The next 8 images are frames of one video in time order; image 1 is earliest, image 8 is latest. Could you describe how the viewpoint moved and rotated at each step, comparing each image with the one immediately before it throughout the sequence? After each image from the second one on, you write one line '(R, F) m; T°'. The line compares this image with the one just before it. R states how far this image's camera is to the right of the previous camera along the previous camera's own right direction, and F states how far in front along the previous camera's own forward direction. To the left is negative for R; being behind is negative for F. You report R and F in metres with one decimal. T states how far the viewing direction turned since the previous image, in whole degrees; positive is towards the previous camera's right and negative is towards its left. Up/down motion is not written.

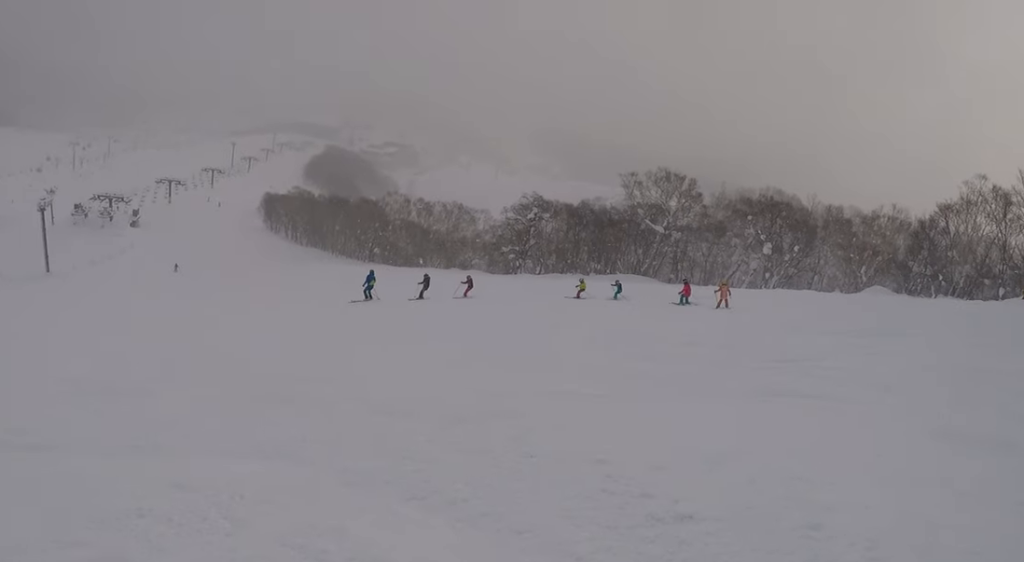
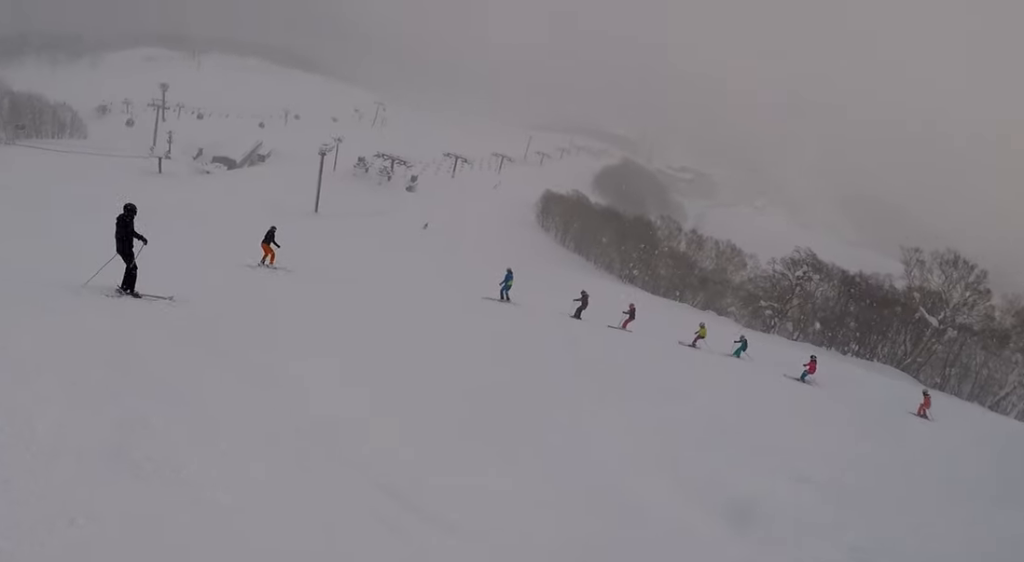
(-1.3, +4.7) m; -42°
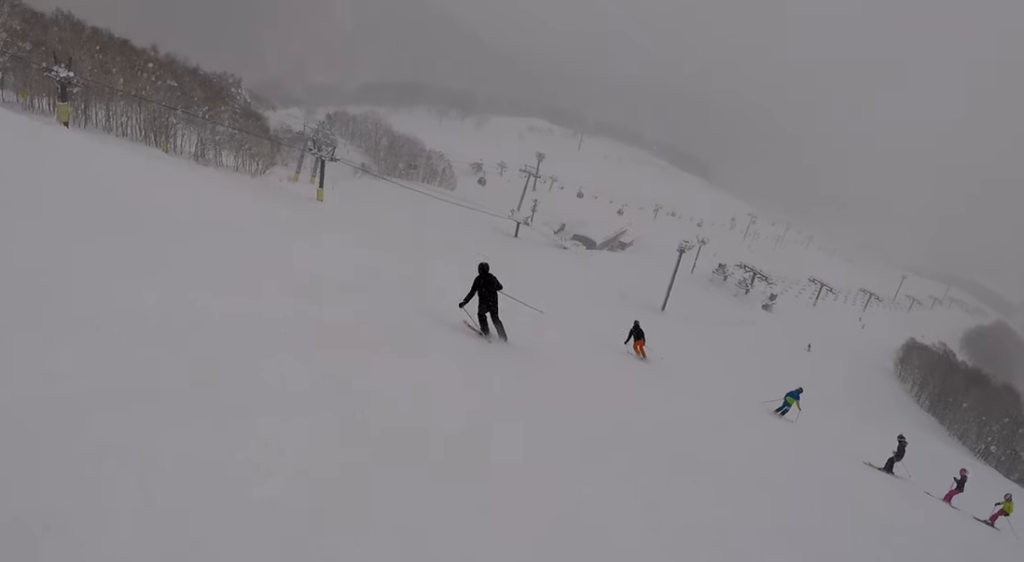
(-2.4, +5.1) m; -47°
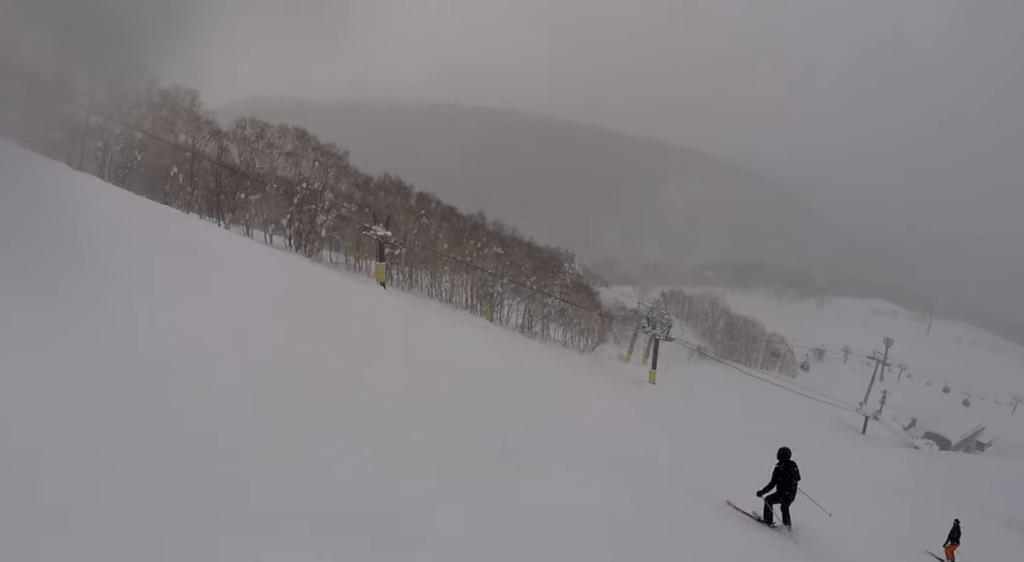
(-2.3, +6.0) m; -33°
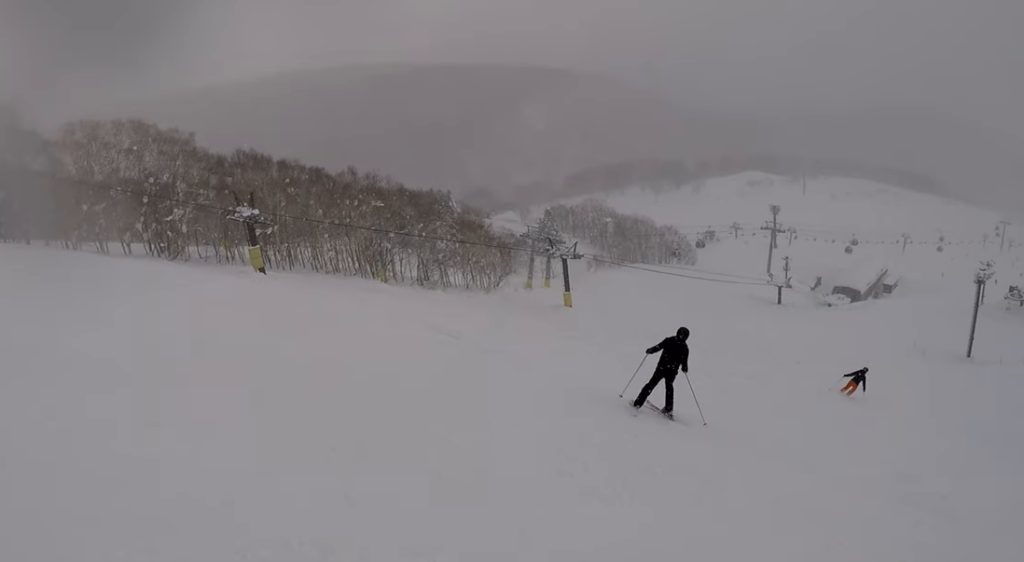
(-1.1, +7.2) m; -10°
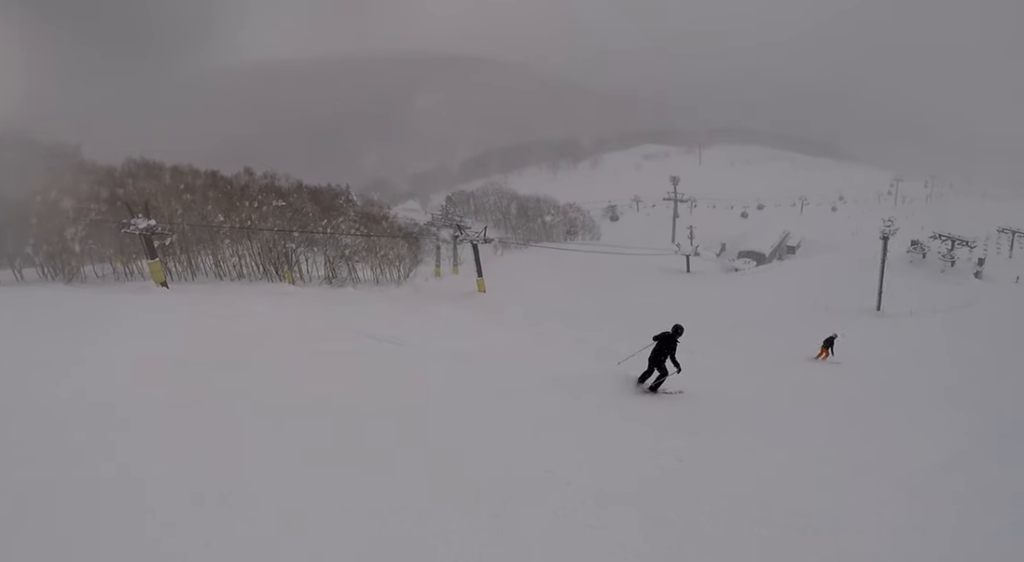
(0.0, +2.5) m; +16°
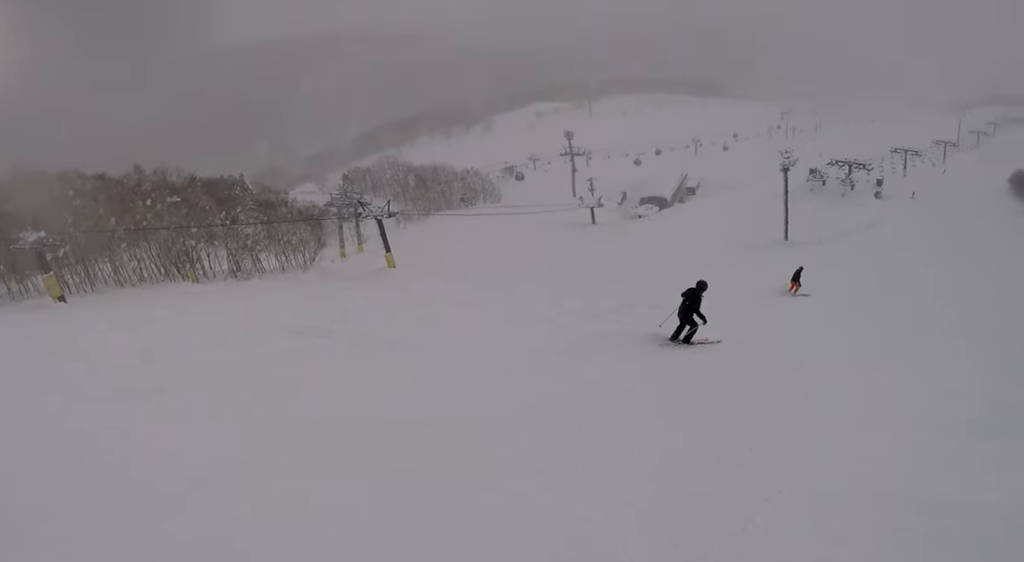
(-0.1, +1.8) m; +13°
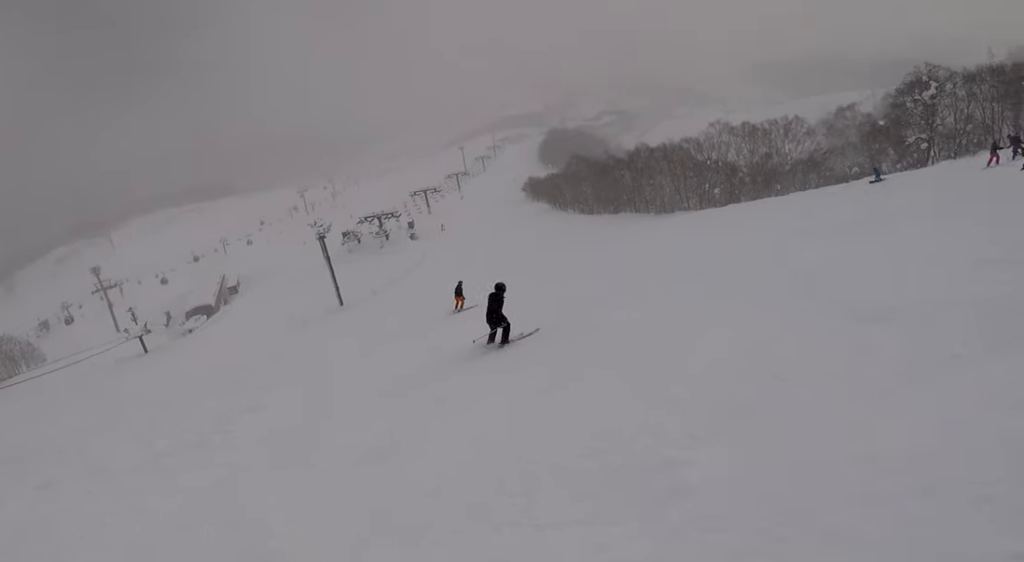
(+1.4, +3.2) m; +29°
